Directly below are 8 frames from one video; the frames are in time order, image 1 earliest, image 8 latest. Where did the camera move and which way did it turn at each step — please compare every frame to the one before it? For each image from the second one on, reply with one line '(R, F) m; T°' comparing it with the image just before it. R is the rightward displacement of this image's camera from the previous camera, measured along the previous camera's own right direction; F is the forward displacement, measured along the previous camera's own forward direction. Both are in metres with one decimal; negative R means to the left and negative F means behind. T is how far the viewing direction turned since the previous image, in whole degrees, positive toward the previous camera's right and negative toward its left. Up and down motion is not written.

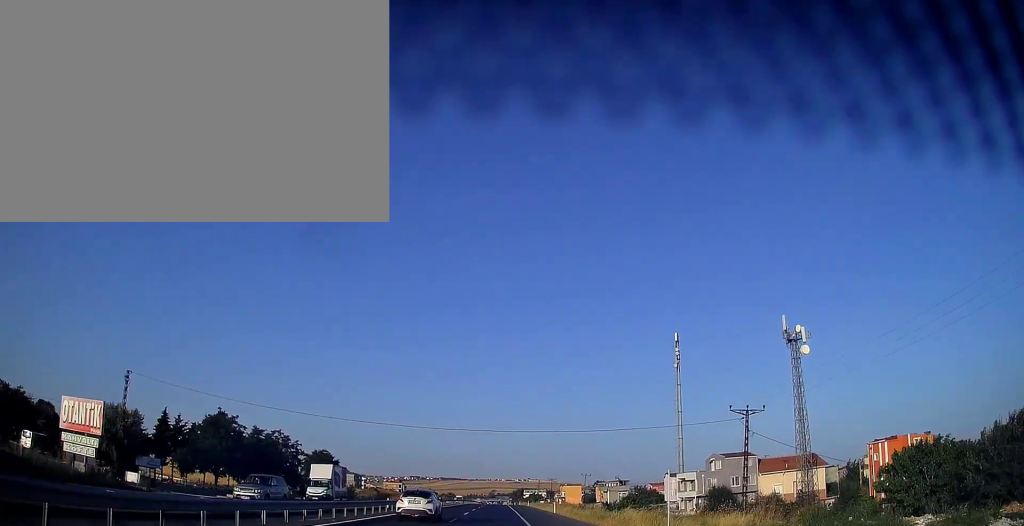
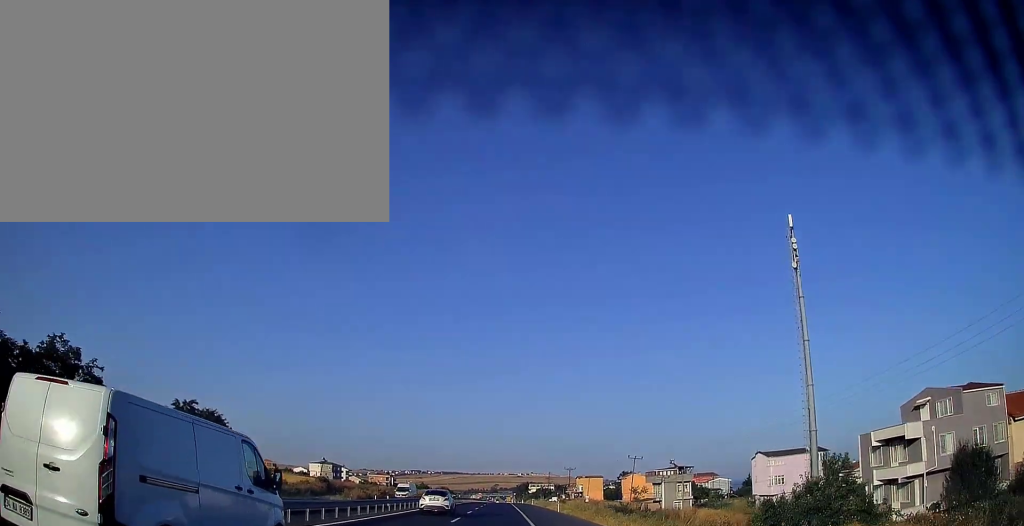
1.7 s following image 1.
(+0.1, +50.4) m; 0°
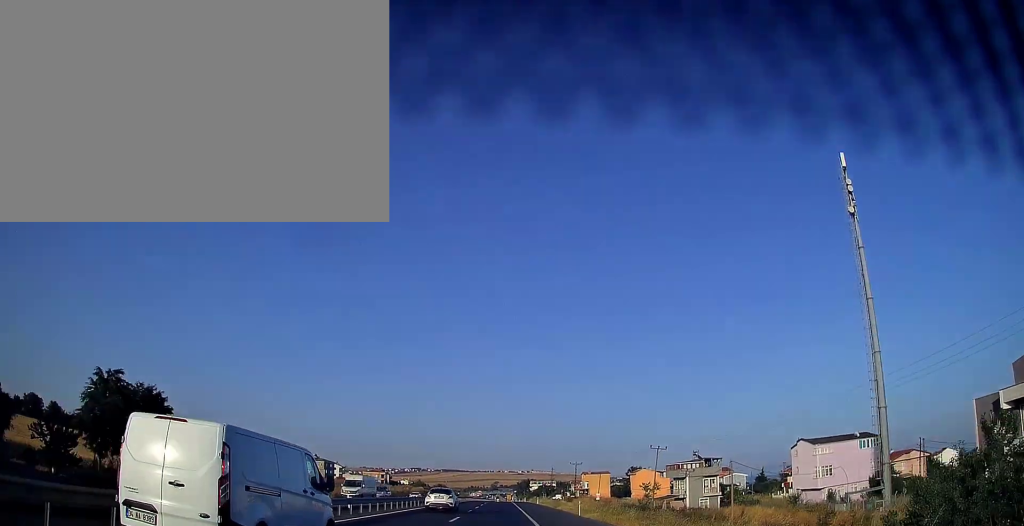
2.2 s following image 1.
(0.0, +13.8) m; 0°
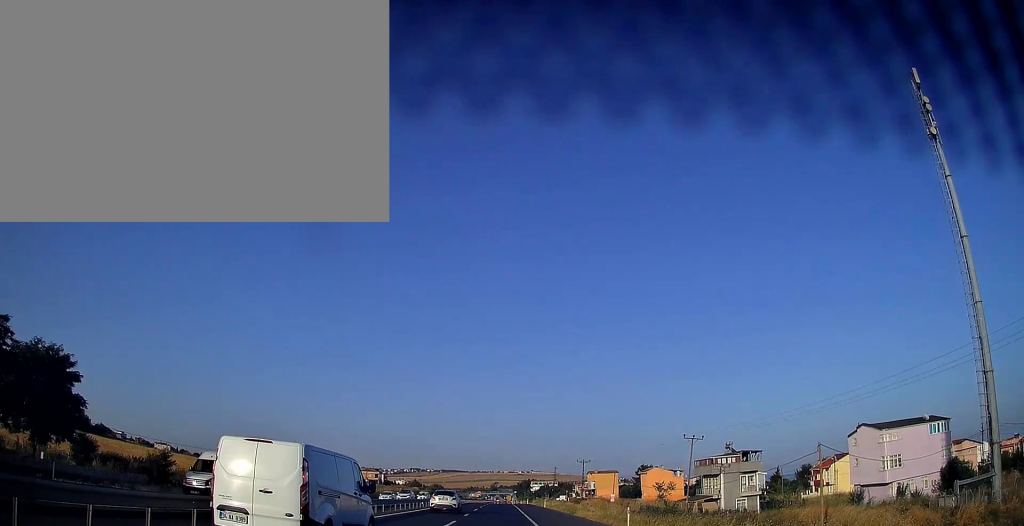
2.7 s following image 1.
(0.0, +14.8) m; 0°
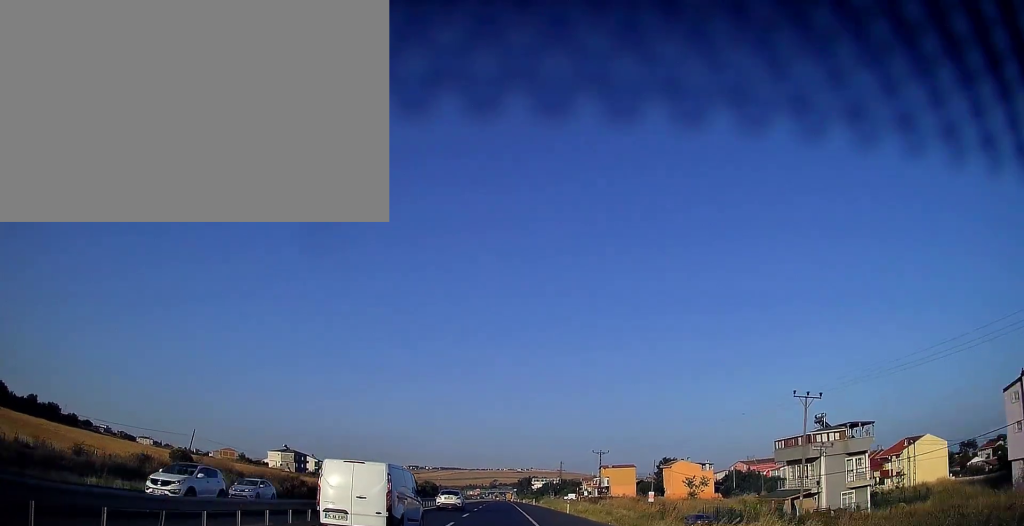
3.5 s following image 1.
(0.0, +24.7) m; -1°
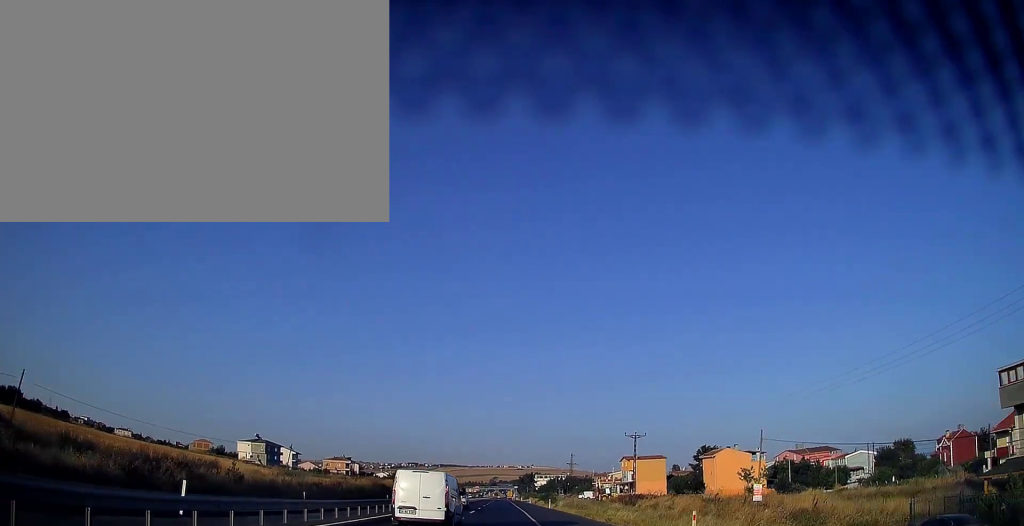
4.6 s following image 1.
(-0.4, +31.6) m; 0°
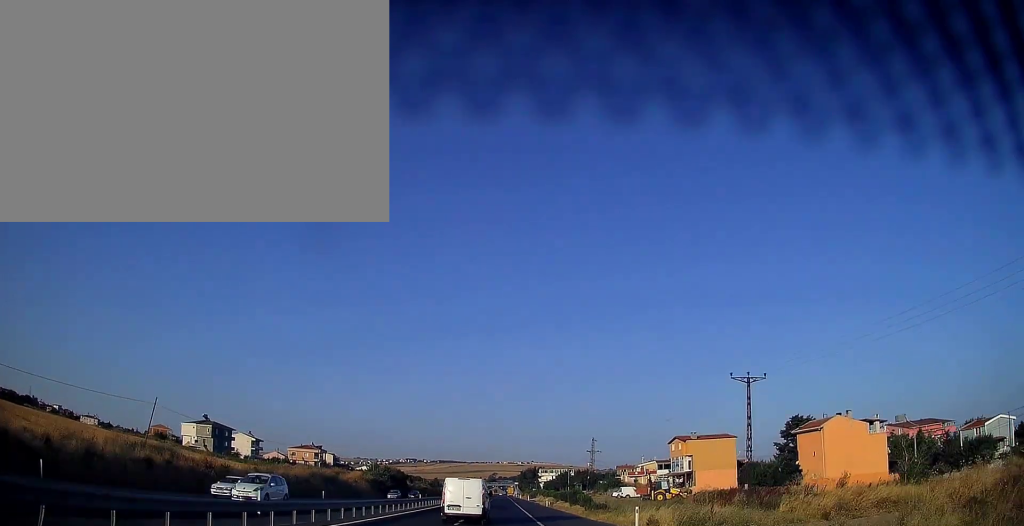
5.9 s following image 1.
(+0.4, +40.5) m; +1°
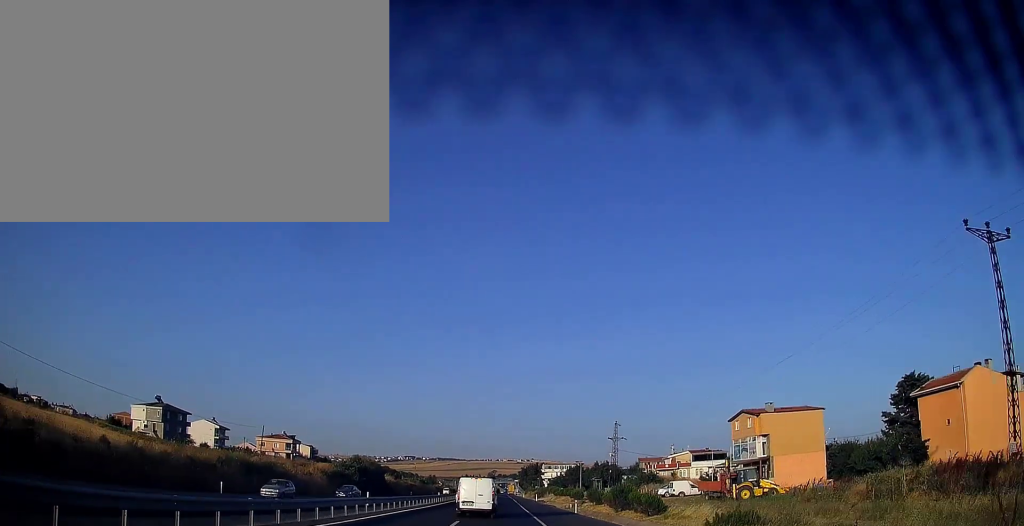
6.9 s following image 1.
(0.0, +28.6) m; 0°
